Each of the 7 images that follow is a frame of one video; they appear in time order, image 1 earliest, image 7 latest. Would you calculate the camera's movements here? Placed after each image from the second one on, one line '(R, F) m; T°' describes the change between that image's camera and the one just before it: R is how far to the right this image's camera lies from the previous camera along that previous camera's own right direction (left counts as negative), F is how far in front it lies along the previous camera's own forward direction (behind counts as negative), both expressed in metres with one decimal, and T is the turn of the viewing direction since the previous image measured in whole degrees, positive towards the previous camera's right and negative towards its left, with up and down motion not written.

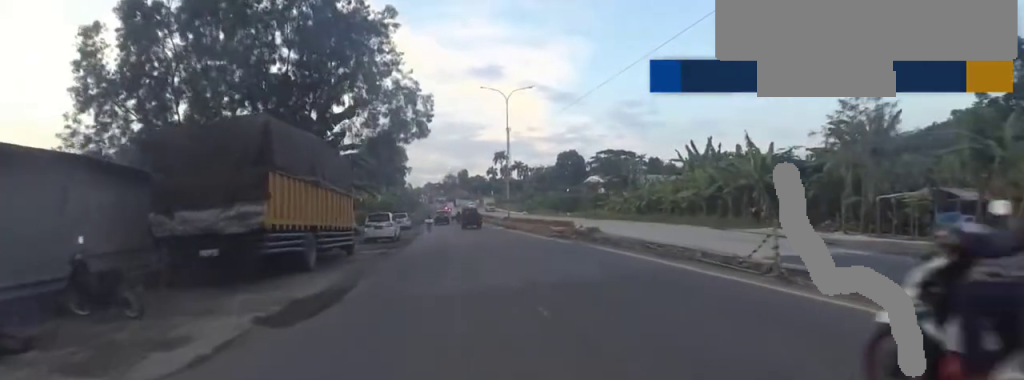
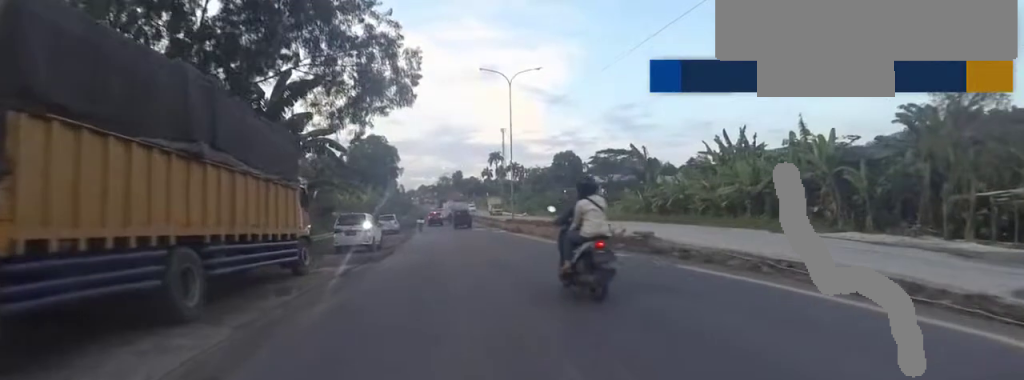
(0.0, +5.1) m; 0°
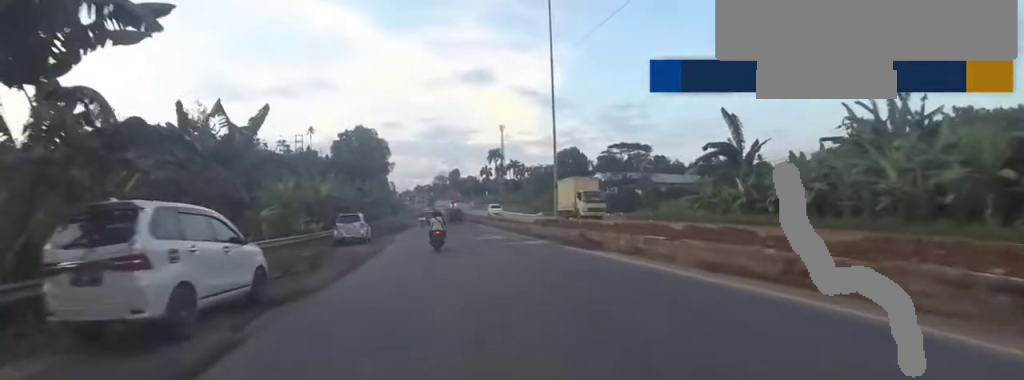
(0.0, +13.3) m; 0°
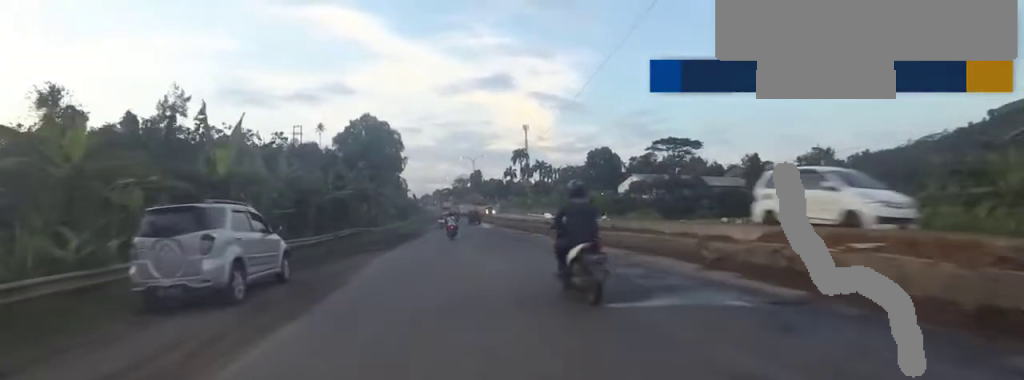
(0.0, +16.1) m; 0°
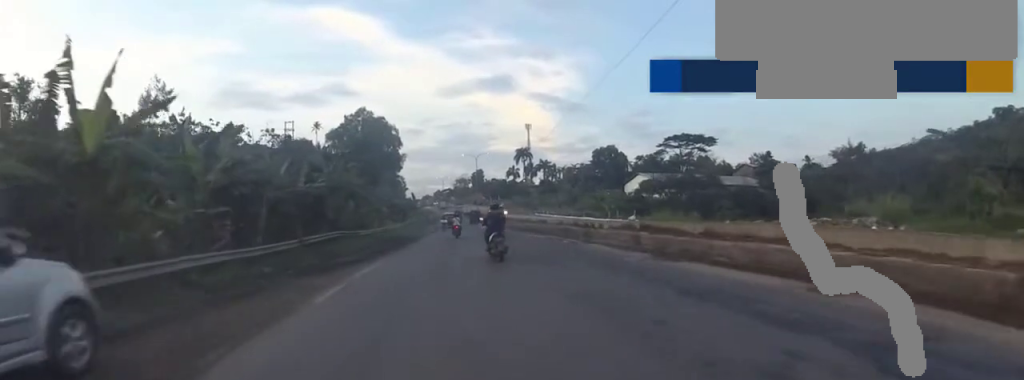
(0.0, +5.8) m; 0°
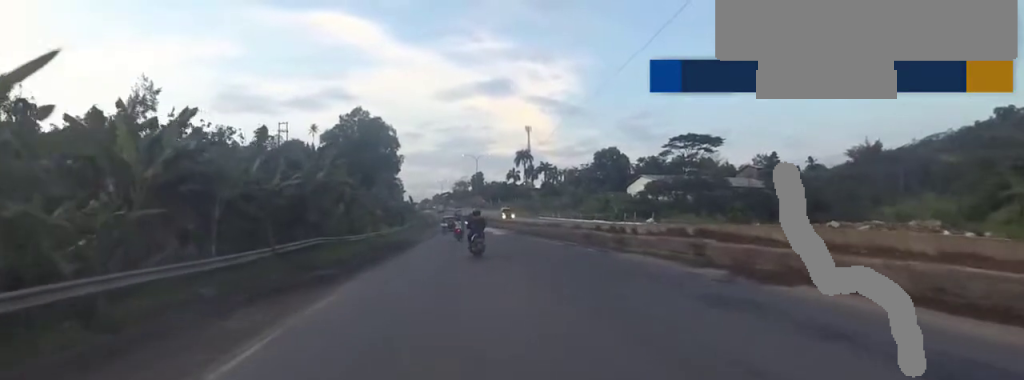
(0.0, +3.4) m; 0°
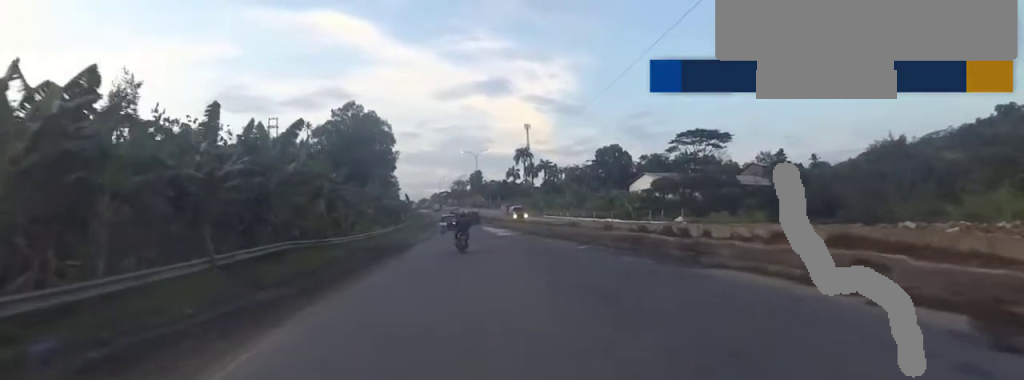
(0.0, +4.5) m; 0°
